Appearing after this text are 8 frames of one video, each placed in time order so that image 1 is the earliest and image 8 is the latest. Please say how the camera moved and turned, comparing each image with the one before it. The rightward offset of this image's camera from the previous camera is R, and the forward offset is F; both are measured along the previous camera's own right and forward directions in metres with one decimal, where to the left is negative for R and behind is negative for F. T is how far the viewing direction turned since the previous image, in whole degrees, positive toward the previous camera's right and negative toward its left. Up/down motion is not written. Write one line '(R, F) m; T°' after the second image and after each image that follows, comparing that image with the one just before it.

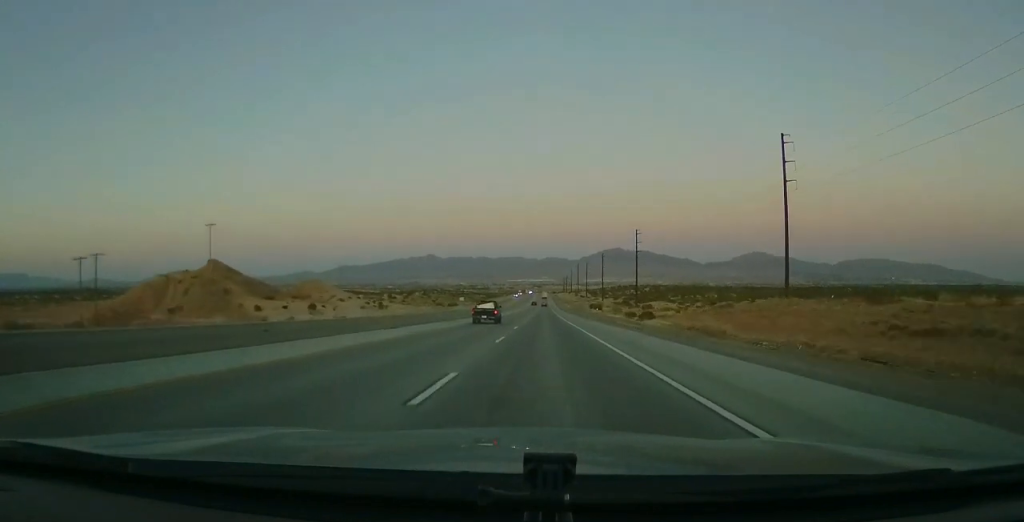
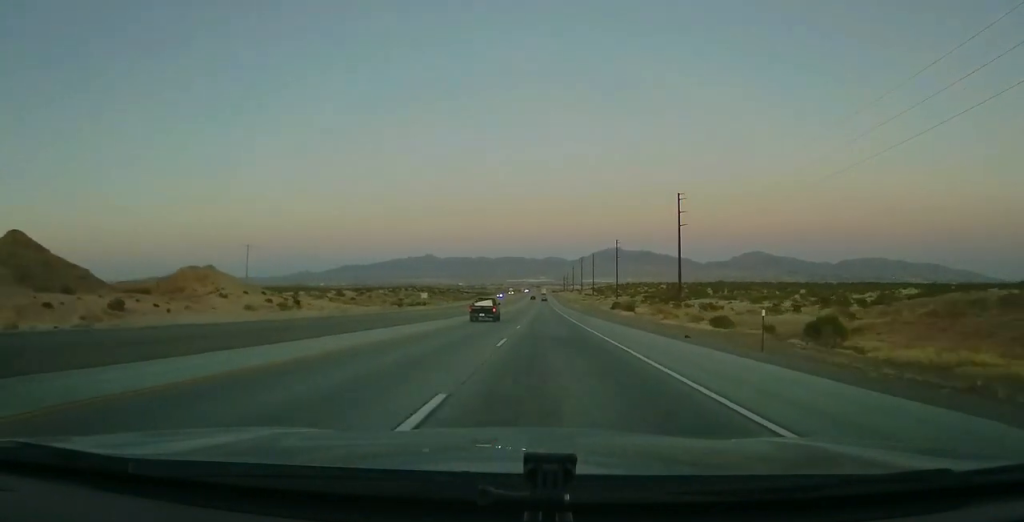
(-0.3, +63.6) m; -1°
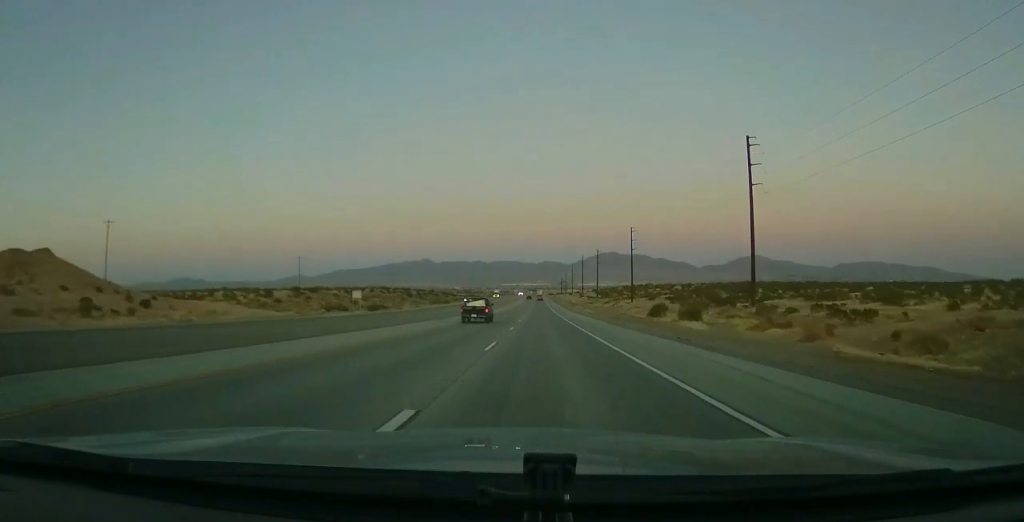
(-0.3, +49.8) m; +1°
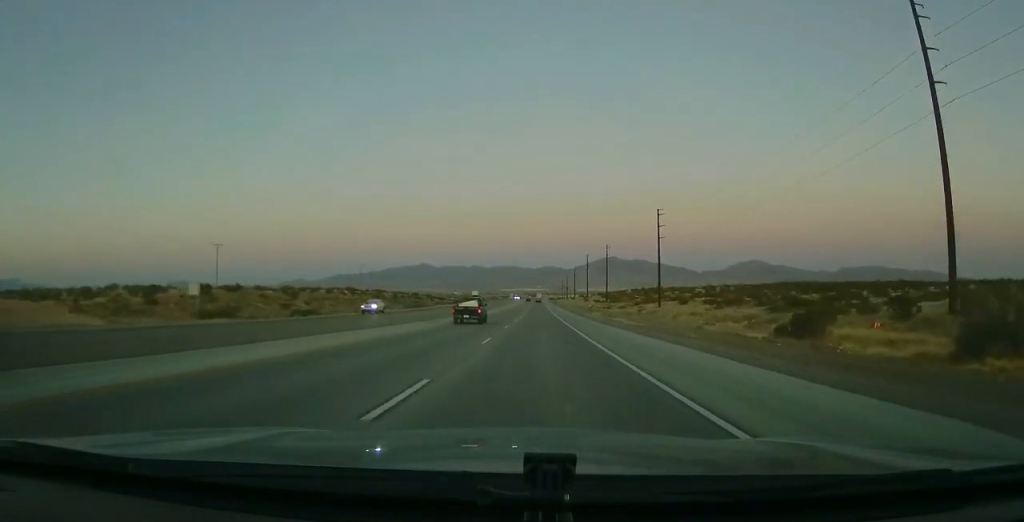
(+0.4, +46.2) m; 0°
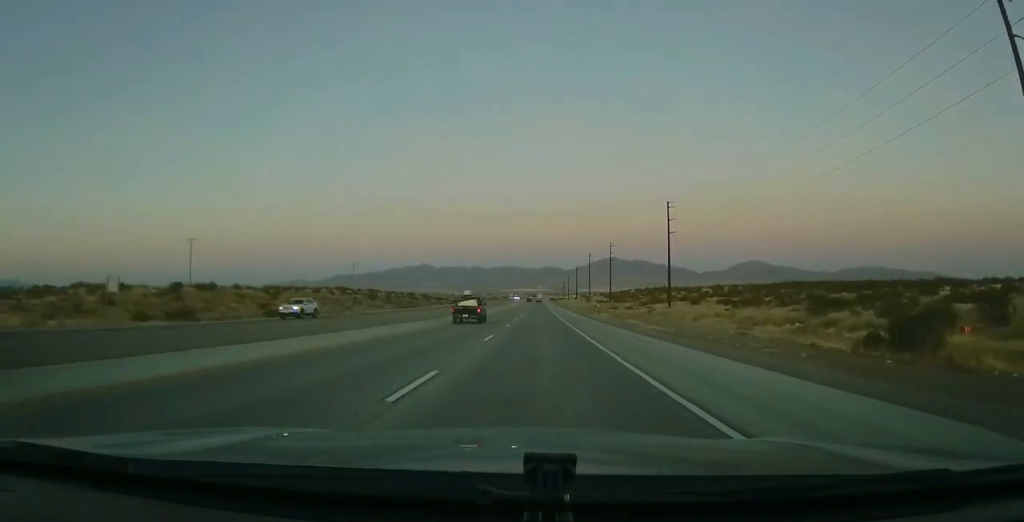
(-0.1, +11.0) m; 0°
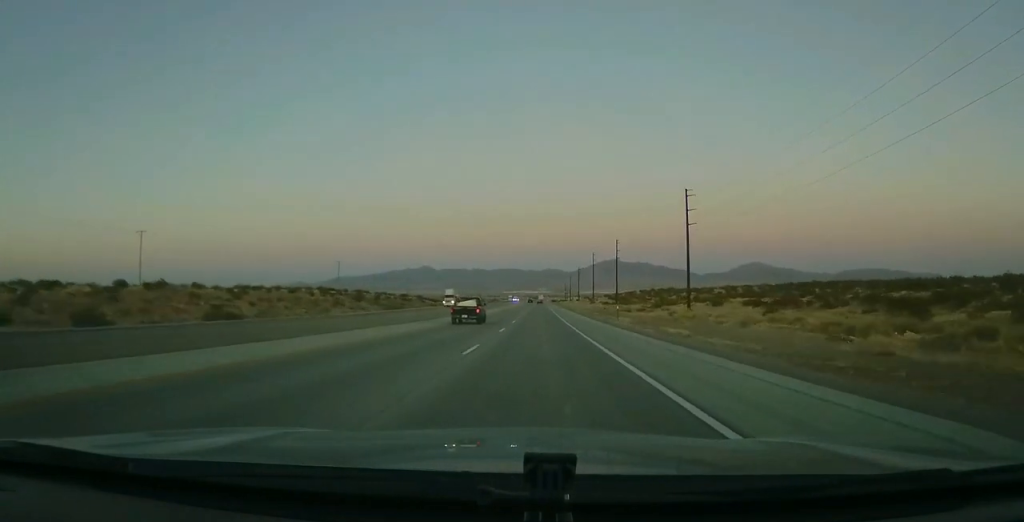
(0.0, +17.4) m; 0°
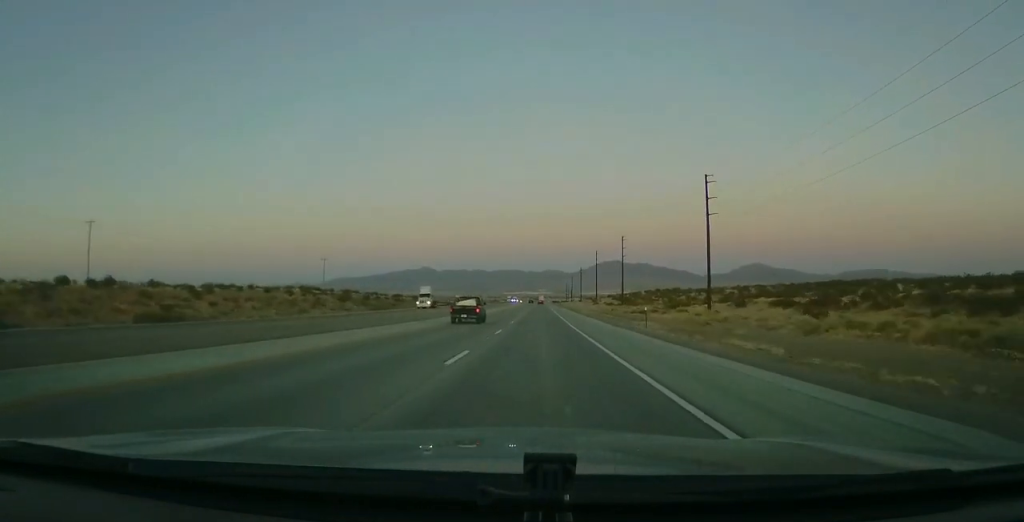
(-0.1, +14.7) m; 0°
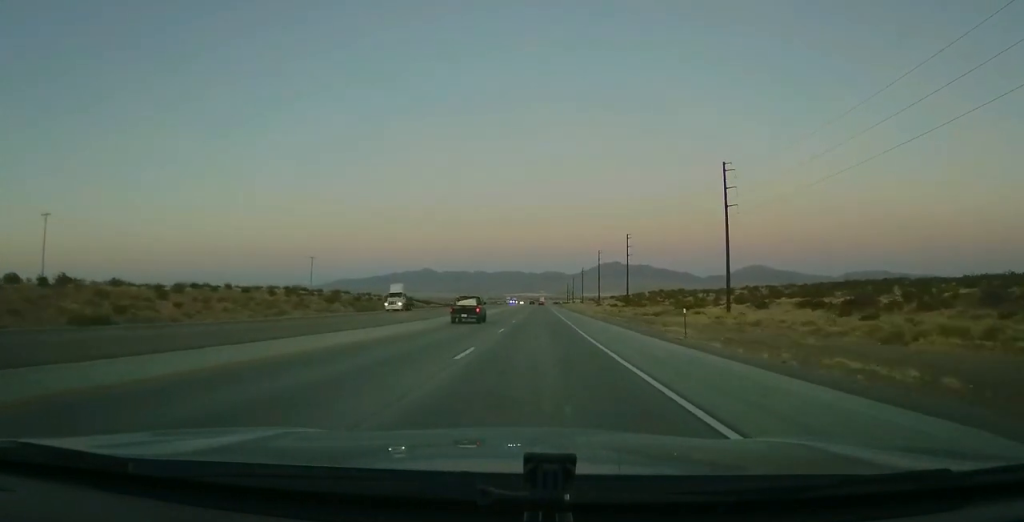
(+0.2, +10.9) m; 0°
